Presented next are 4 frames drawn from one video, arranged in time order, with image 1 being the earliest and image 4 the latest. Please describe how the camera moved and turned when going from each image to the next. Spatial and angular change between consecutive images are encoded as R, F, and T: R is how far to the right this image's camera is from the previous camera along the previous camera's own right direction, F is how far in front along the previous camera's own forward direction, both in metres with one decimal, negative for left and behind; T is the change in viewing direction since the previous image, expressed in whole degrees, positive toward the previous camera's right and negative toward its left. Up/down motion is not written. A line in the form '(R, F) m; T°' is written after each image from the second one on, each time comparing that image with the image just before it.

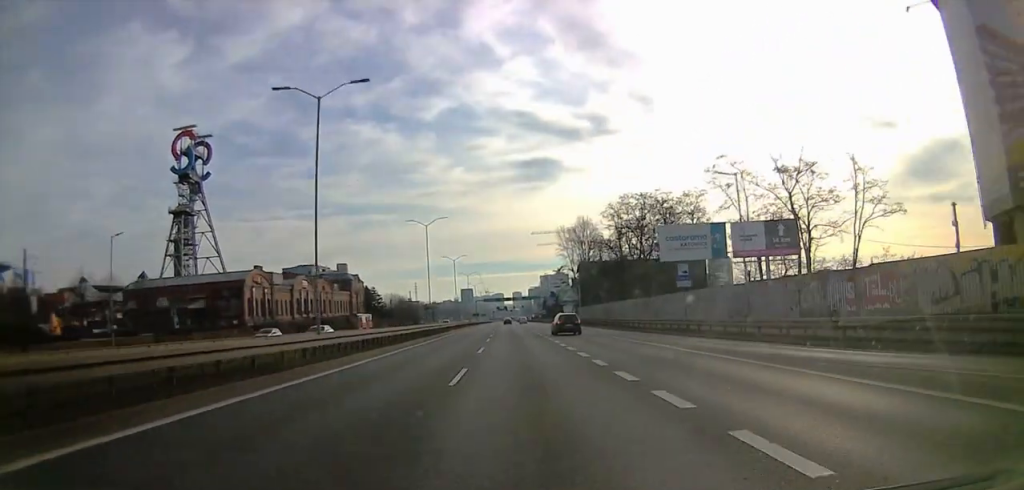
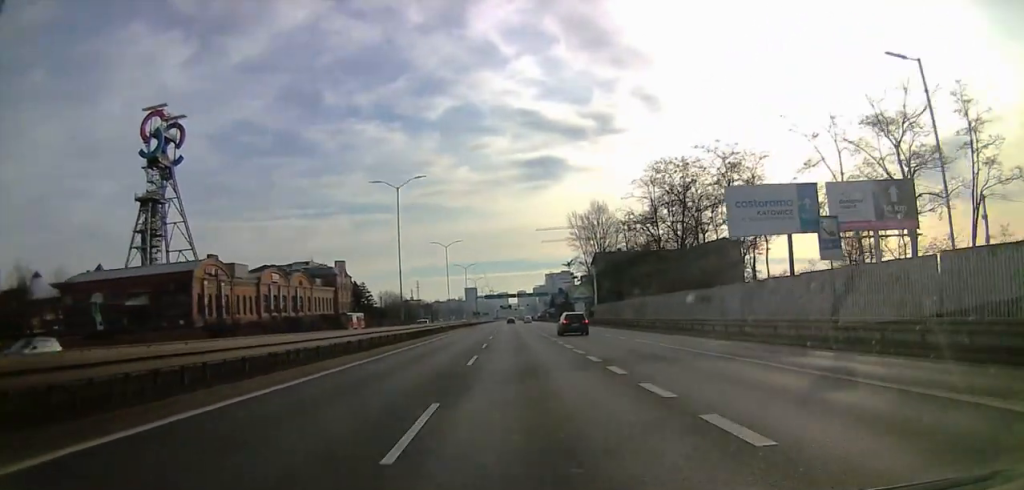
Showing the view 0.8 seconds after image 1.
(0.0, +18.5) m; +1°
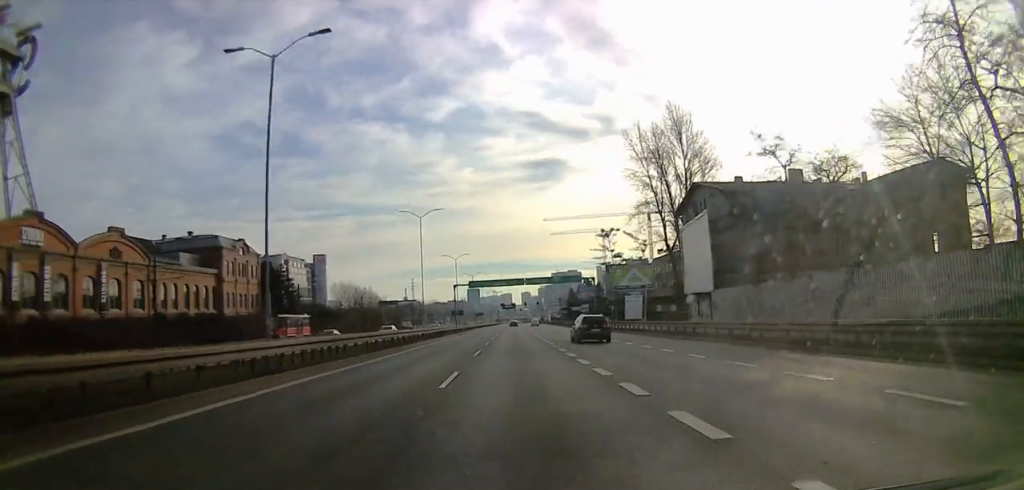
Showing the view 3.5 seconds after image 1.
(+2.8, +63.1) m; +3°
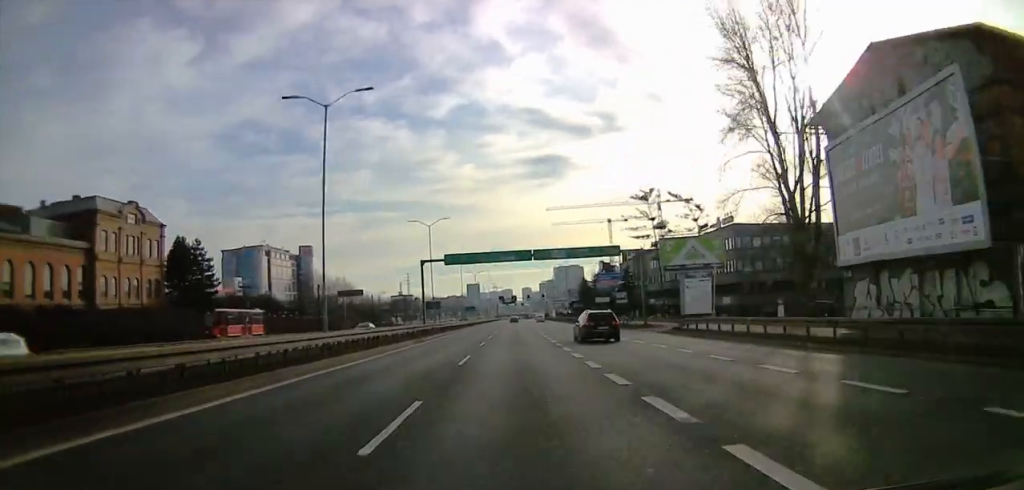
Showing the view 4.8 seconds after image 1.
(+0.1, +31.4) m; 0°
